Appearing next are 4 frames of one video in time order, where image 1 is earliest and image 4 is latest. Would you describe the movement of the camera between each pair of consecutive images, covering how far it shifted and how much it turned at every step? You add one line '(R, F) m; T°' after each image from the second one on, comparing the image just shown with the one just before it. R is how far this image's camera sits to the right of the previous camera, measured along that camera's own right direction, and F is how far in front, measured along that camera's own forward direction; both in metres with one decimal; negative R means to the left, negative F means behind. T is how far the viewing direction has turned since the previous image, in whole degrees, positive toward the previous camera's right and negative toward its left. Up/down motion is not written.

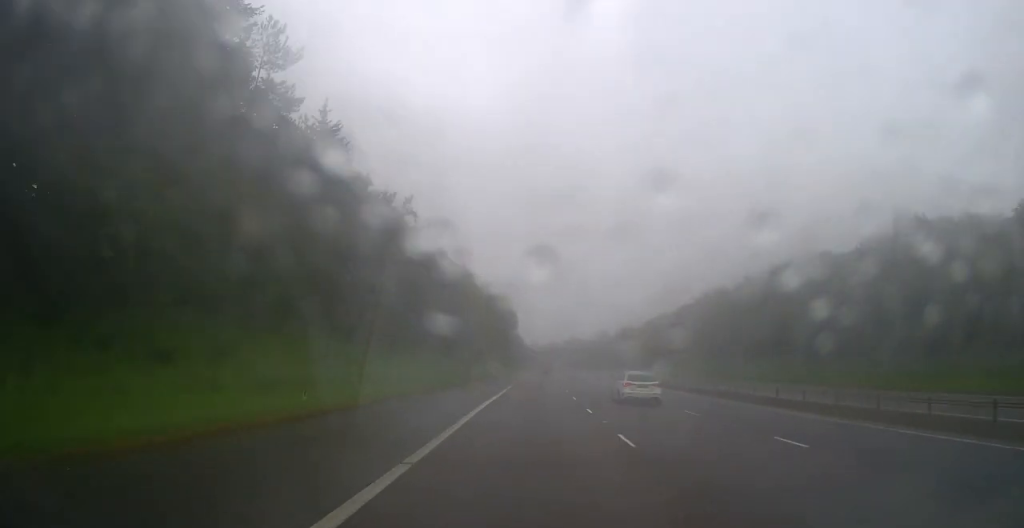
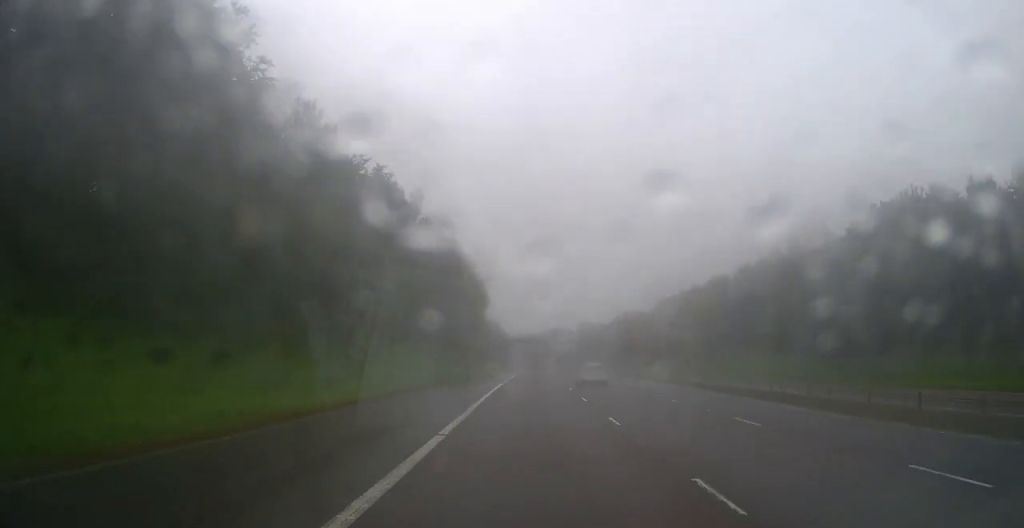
(+0.5, +51.1) m; +2°
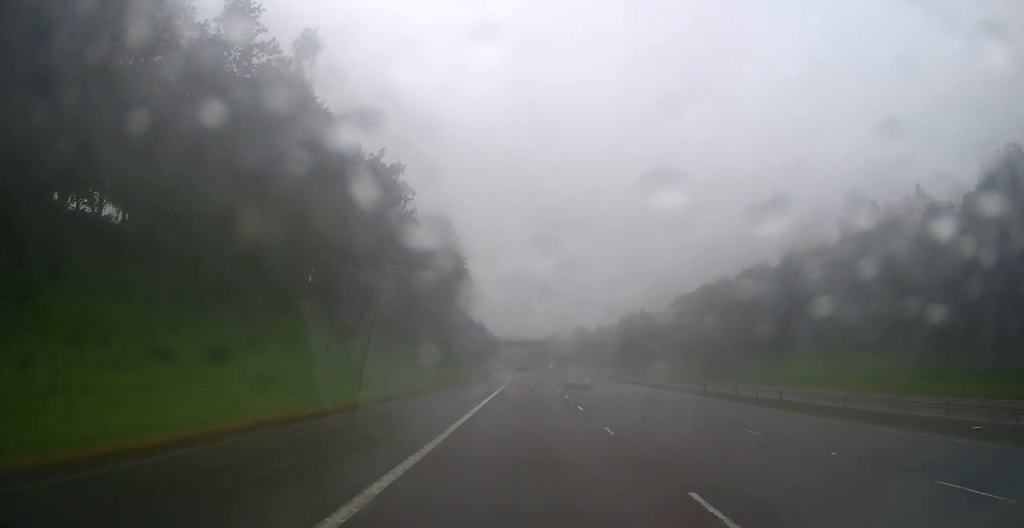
(+0.3, +27.1) m; +1°
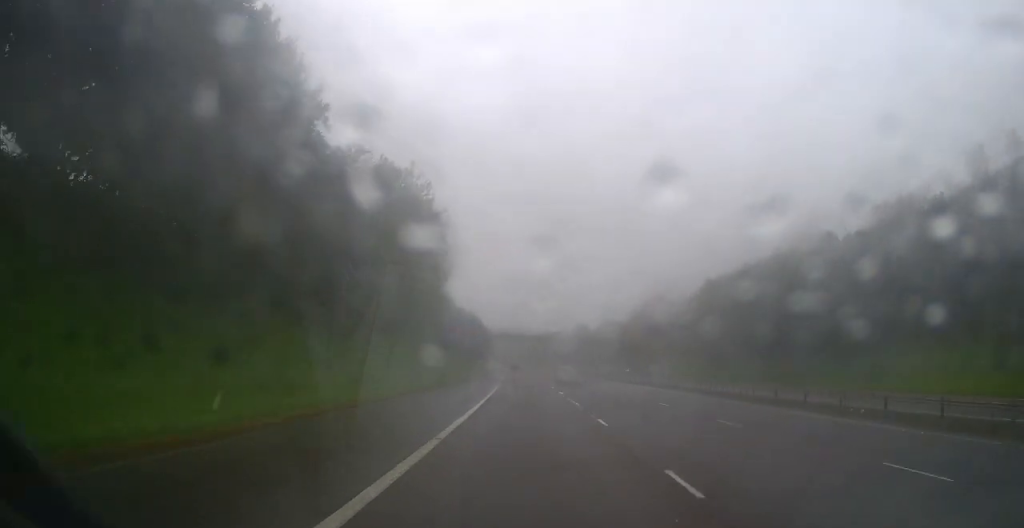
(+0.1, +25.4) m; 0°
